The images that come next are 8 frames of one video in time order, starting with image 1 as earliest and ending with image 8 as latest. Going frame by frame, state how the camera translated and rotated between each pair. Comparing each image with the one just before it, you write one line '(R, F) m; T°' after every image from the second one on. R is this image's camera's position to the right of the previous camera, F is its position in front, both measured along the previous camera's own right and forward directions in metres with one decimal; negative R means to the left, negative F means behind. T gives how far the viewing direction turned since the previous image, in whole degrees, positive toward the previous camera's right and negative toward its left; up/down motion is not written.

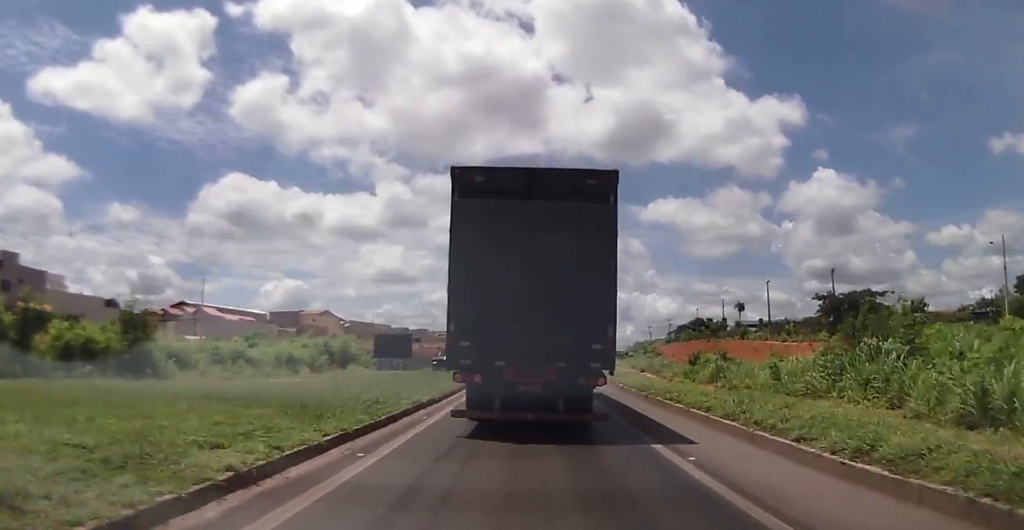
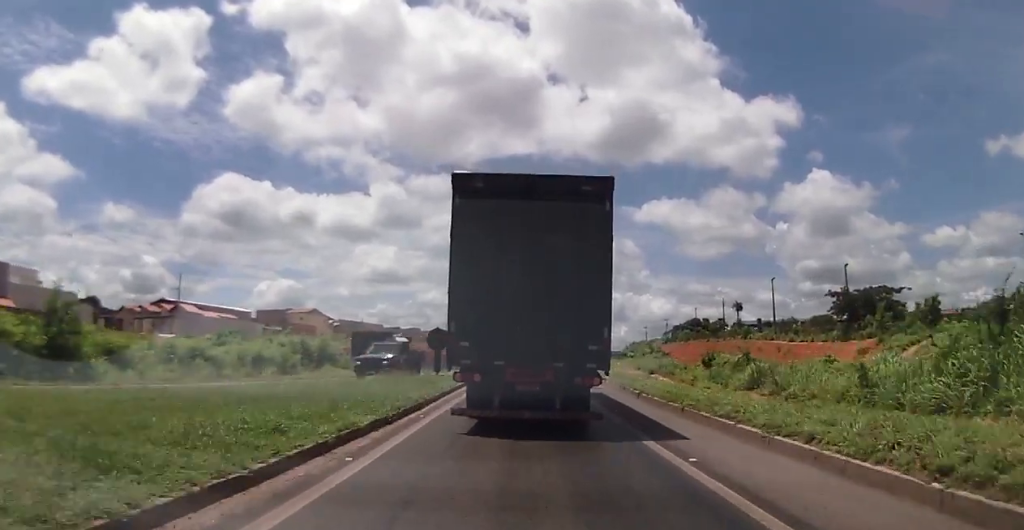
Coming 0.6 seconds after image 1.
(0.0, +6.0) m; 0°
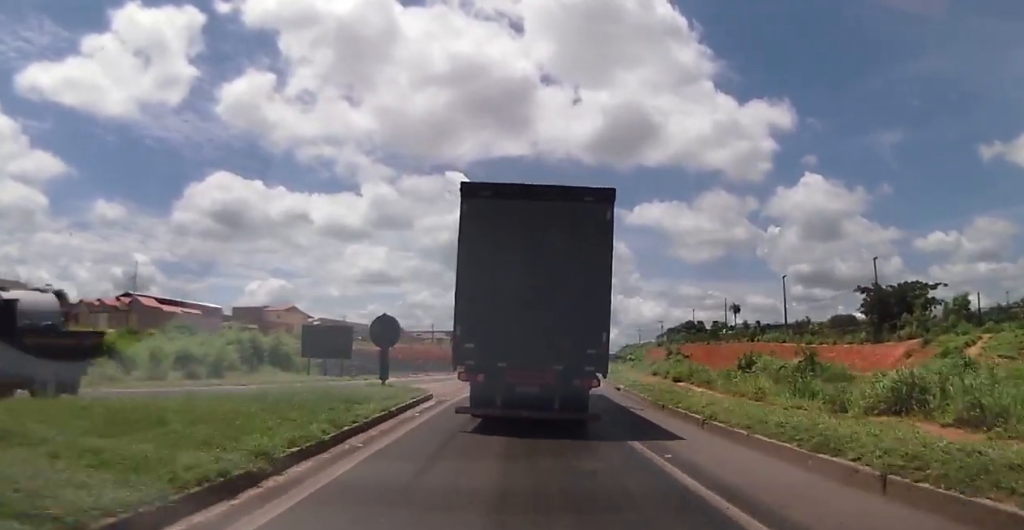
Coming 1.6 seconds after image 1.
(-0.1, +10.4) m; 0°
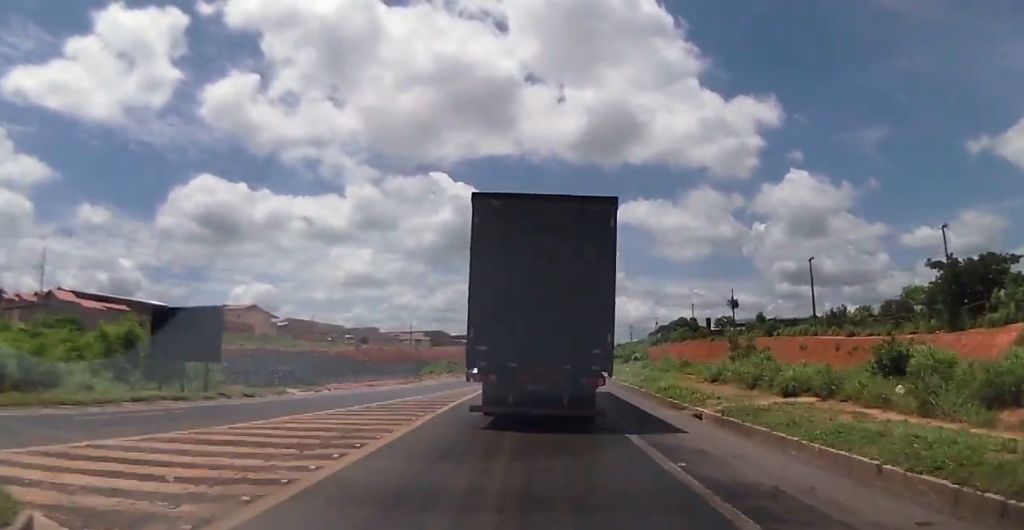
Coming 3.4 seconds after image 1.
(+0.5, +17.4) m; +4°
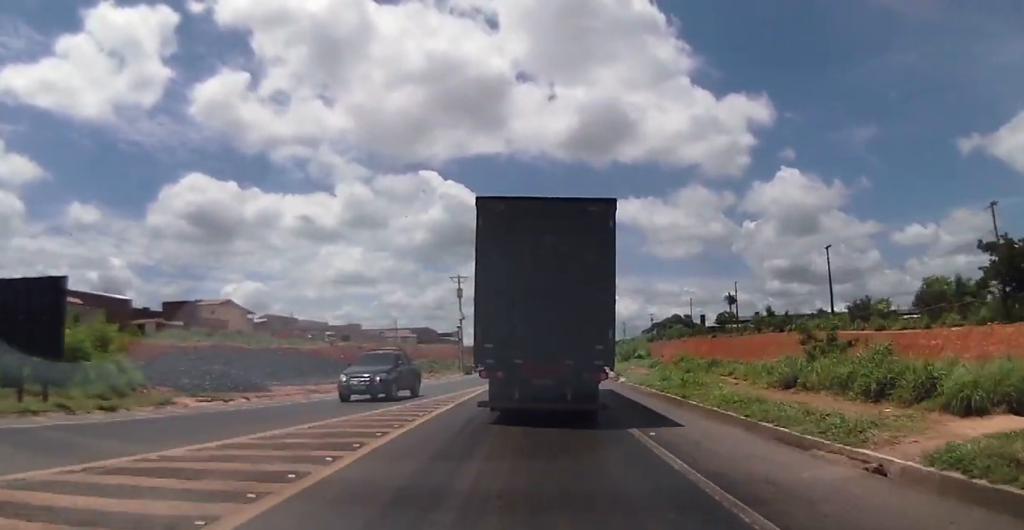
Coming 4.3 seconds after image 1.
(+0.2, +9.4) m; -2°
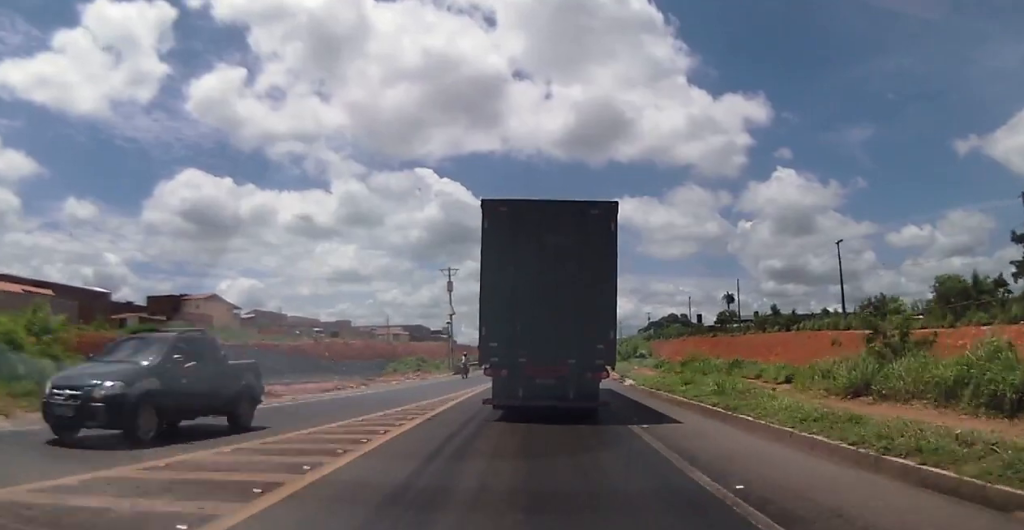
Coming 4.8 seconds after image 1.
(-0.3, +4.9) m; +1°
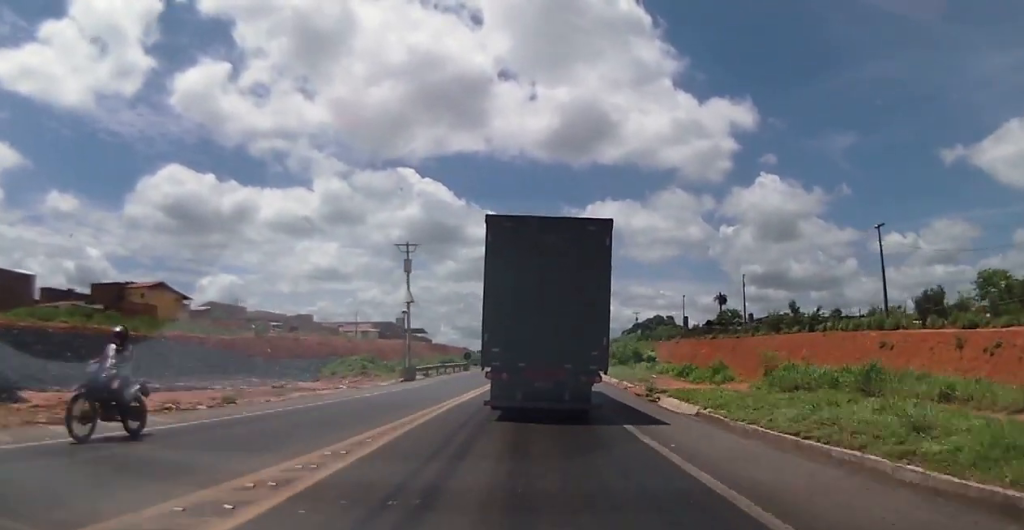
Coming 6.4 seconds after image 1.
(+0.8, +15.4) m; +5°
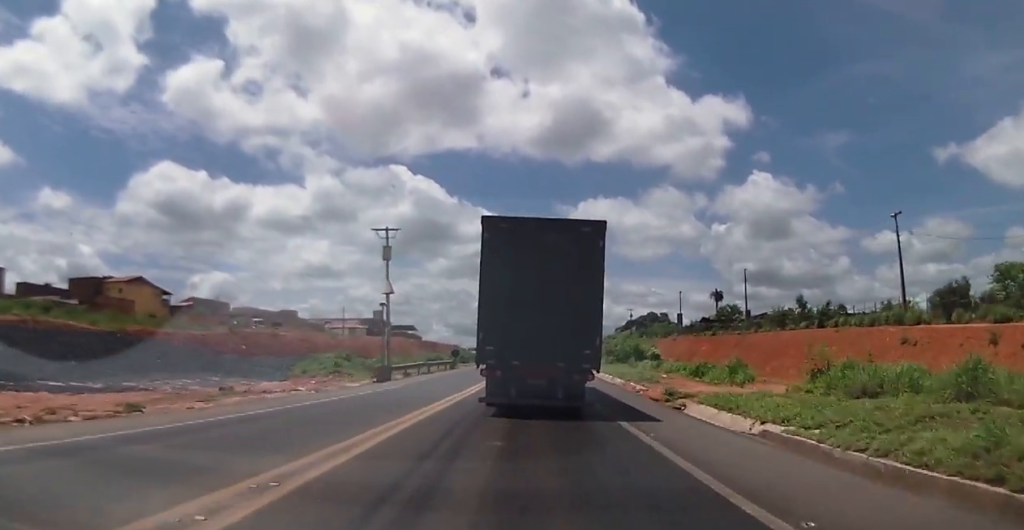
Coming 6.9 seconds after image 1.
(-0.2, +5.4) m; -1°
